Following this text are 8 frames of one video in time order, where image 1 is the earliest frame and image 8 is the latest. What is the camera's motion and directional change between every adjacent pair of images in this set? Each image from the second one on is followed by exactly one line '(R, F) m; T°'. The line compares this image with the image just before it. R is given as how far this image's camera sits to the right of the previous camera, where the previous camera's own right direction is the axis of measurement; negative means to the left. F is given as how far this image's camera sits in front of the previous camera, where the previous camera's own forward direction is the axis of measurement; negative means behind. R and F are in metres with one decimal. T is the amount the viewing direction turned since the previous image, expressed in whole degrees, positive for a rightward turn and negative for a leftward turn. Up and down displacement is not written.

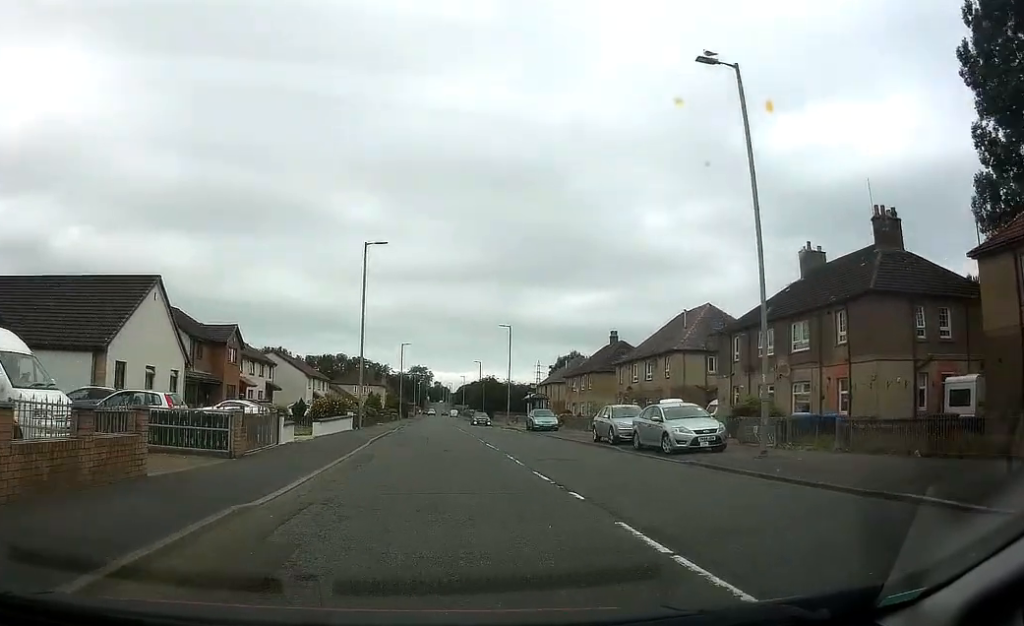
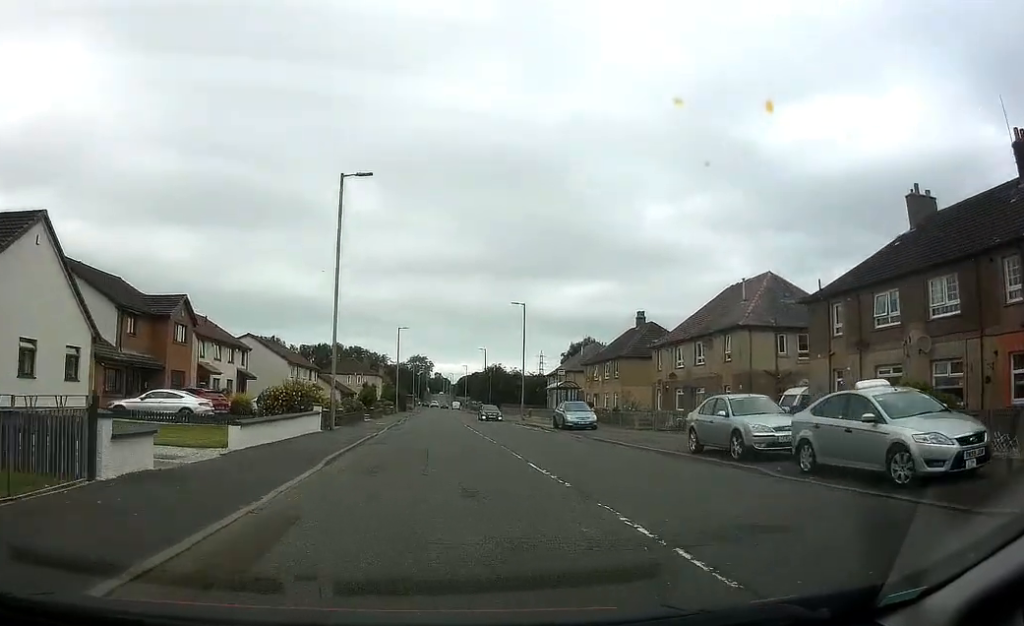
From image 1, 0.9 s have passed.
(0.0, +11.2) m; 0°
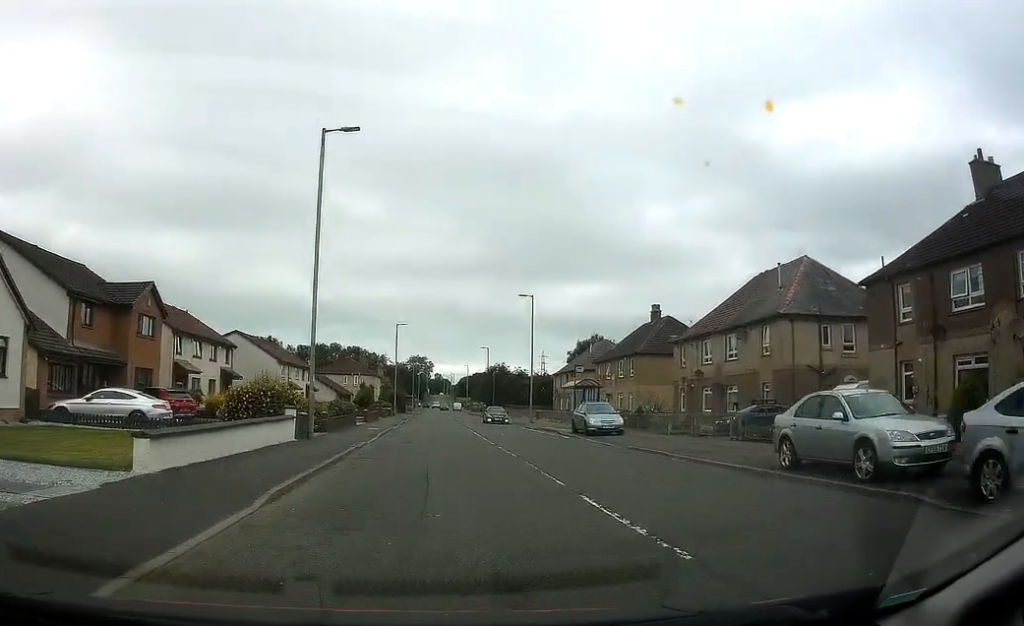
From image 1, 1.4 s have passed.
(0.0, +5.1) m; -1°
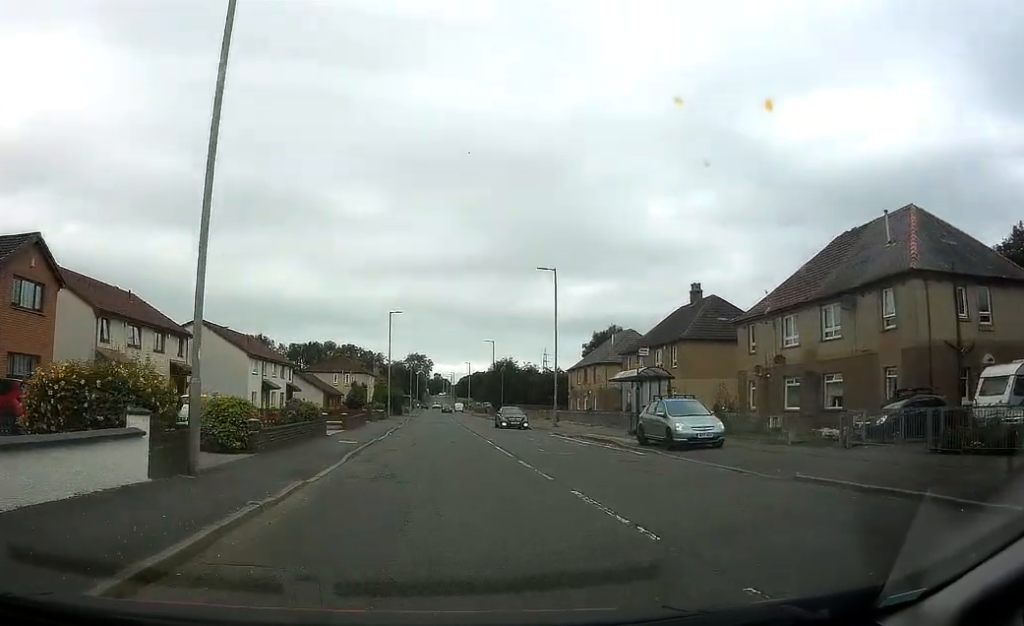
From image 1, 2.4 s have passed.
(-0.2, +11.3) m; -2°
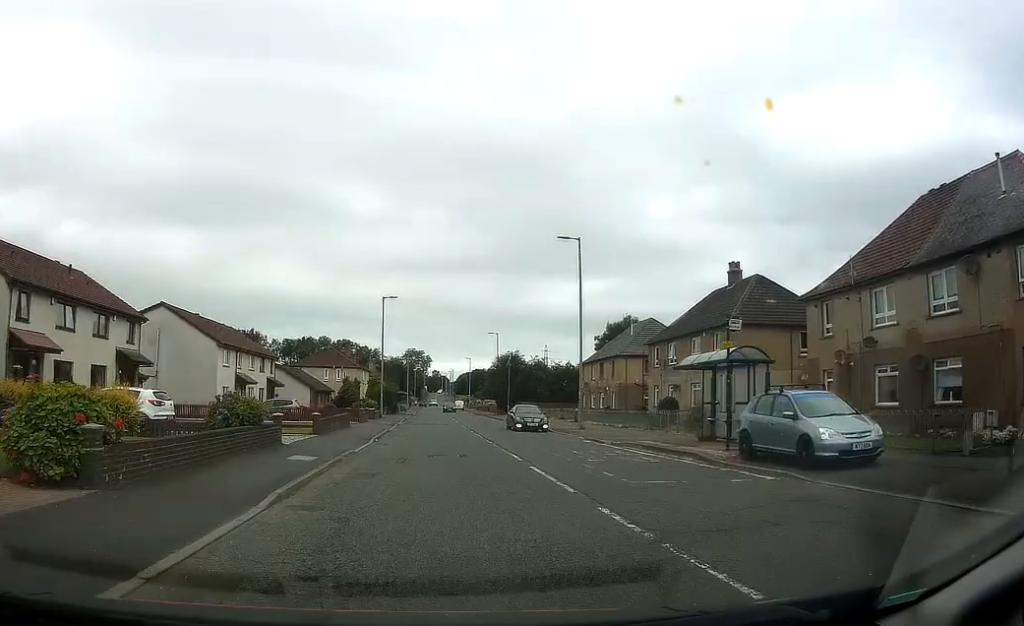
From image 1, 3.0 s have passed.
(-0.3, +7.7) m; 0°
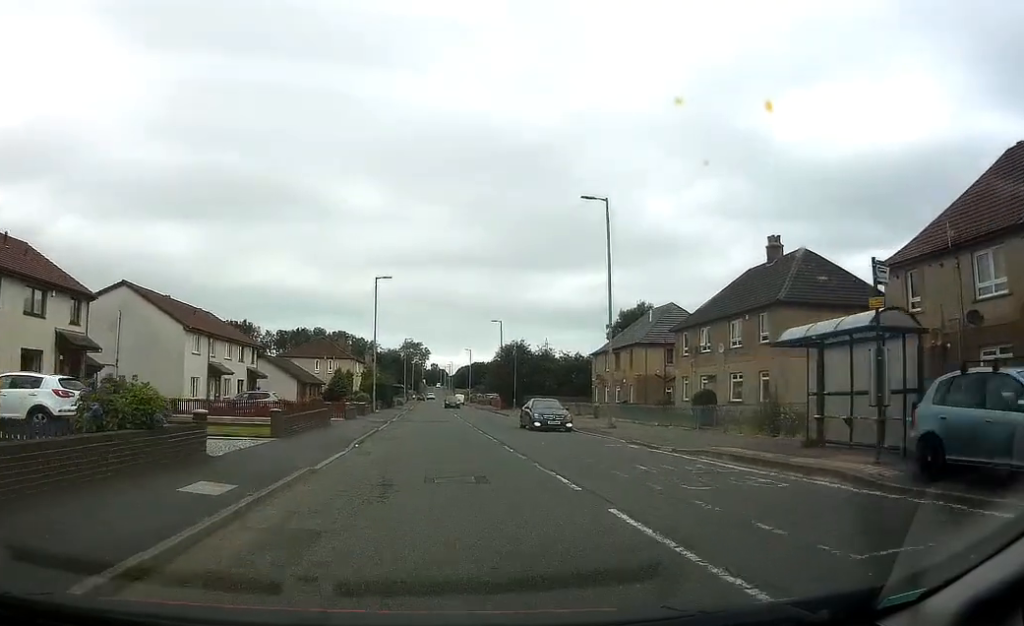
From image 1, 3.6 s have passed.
(+0.2, +6.6) m; +1°
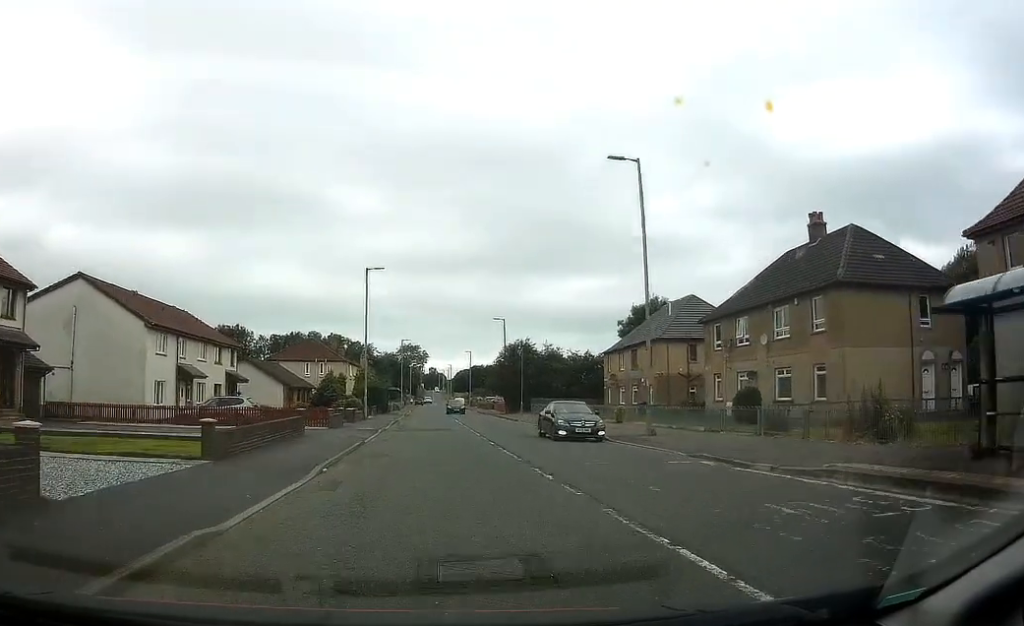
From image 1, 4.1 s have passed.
(+0.1, +5.8) m; +1°
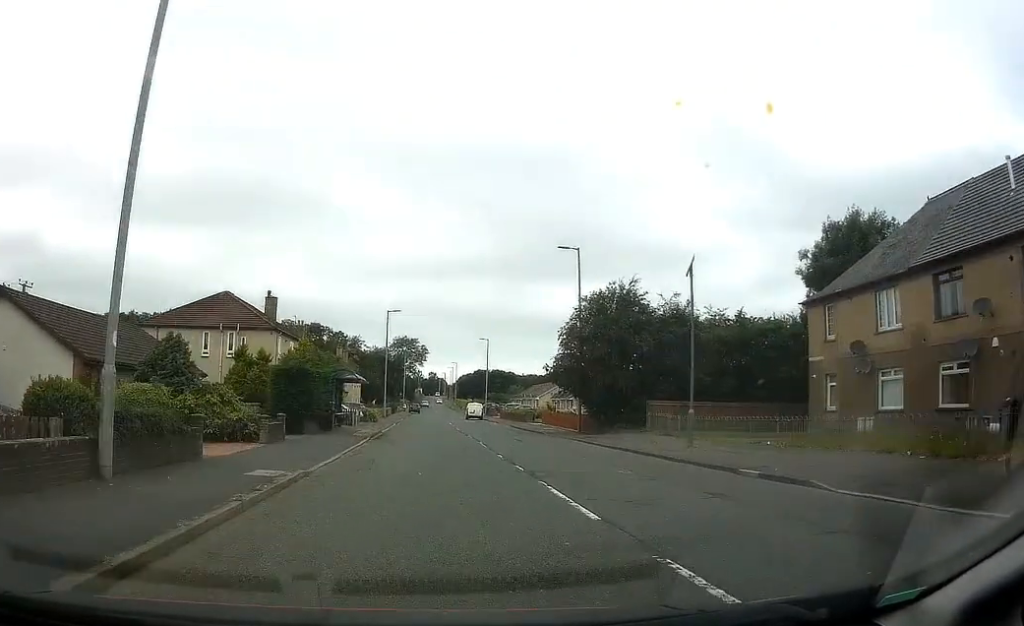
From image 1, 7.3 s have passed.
(+0.4, +37.7) m; 0°
